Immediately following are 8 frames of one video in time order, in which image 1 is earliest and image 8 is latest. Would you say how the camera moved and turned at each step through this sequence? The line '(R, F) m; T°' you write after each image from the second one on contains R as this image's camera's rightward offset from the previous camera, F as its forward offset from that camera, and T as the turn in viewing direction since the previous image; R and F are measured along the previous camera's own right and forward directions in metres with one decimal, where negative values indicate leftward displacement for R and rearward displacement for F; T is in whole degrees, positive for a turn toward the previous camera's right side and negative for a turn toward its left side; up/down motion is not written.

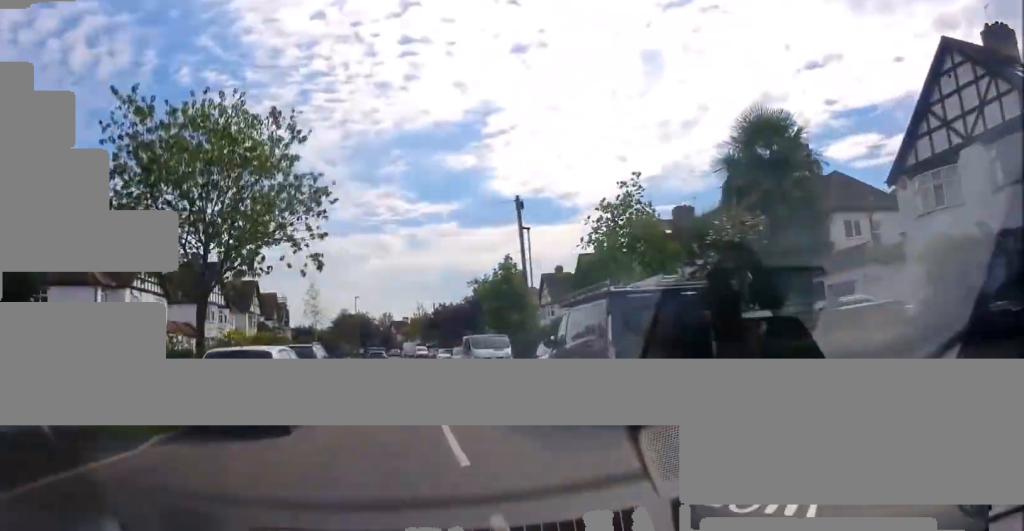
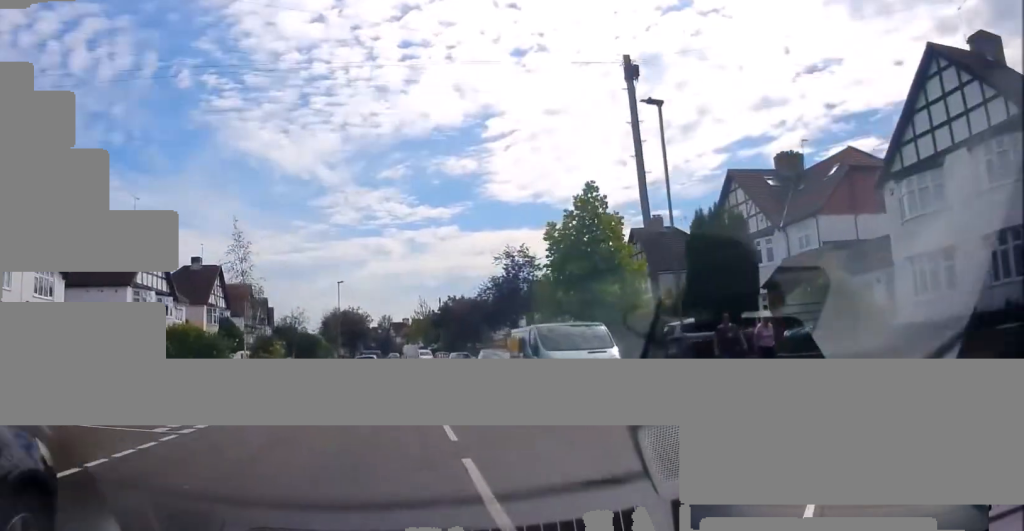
(+0.3, +16.1) m; 0°
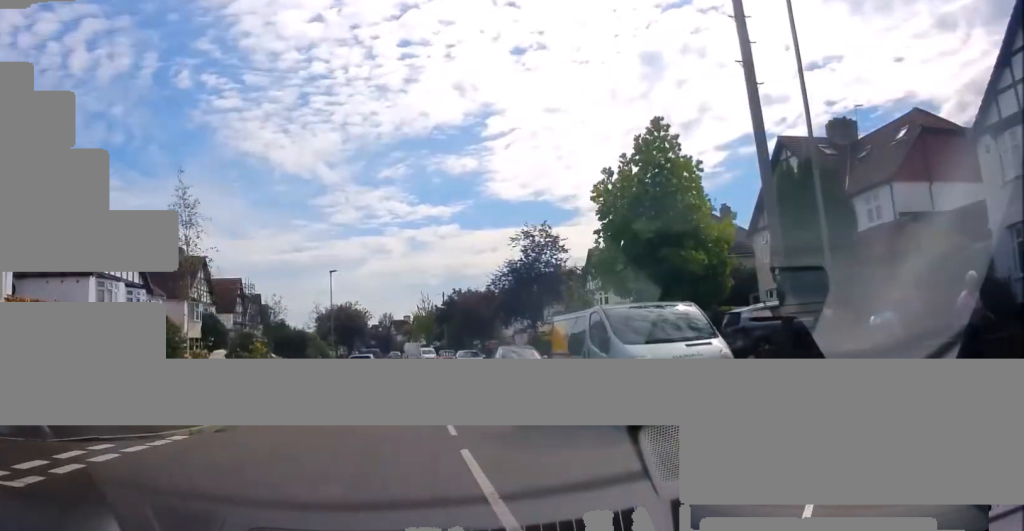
(-0.1, +5.4) m; 0°
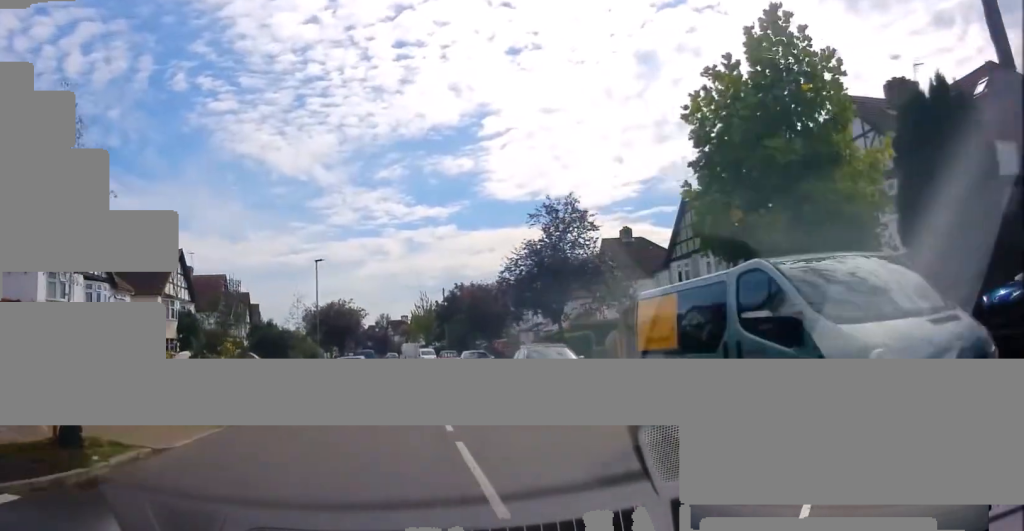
(+0.2, +5.3) m; +3°
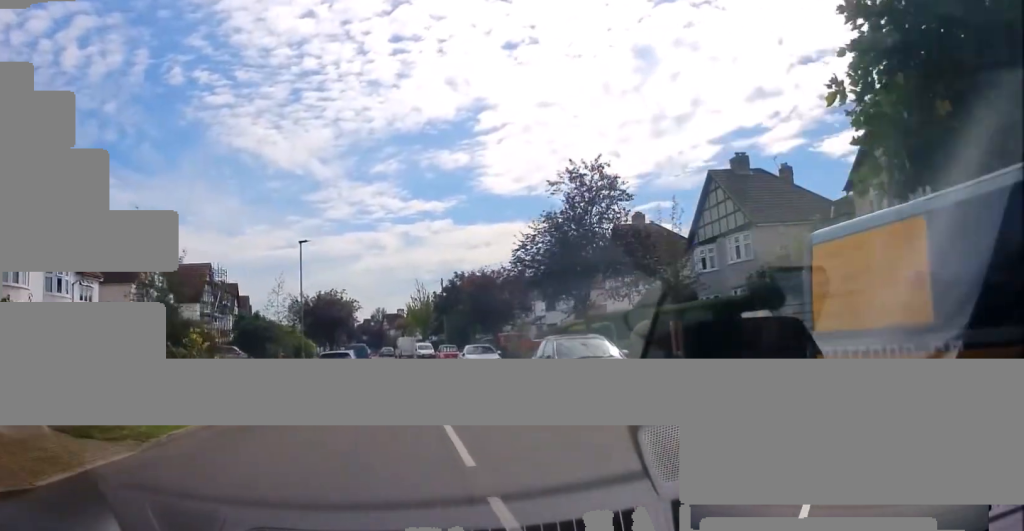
(+0.1, +4.1) m; +1°
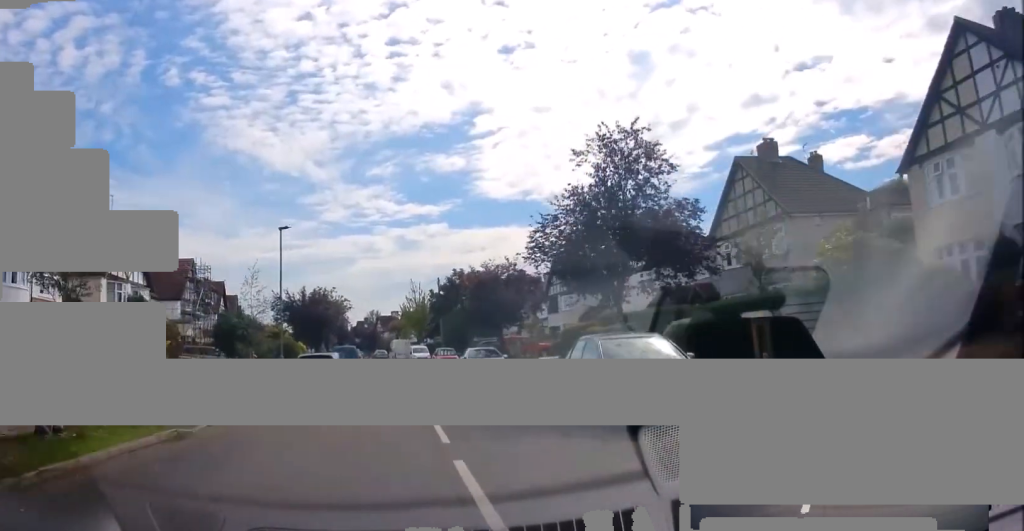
(+0.1, +3.7) m; 0°
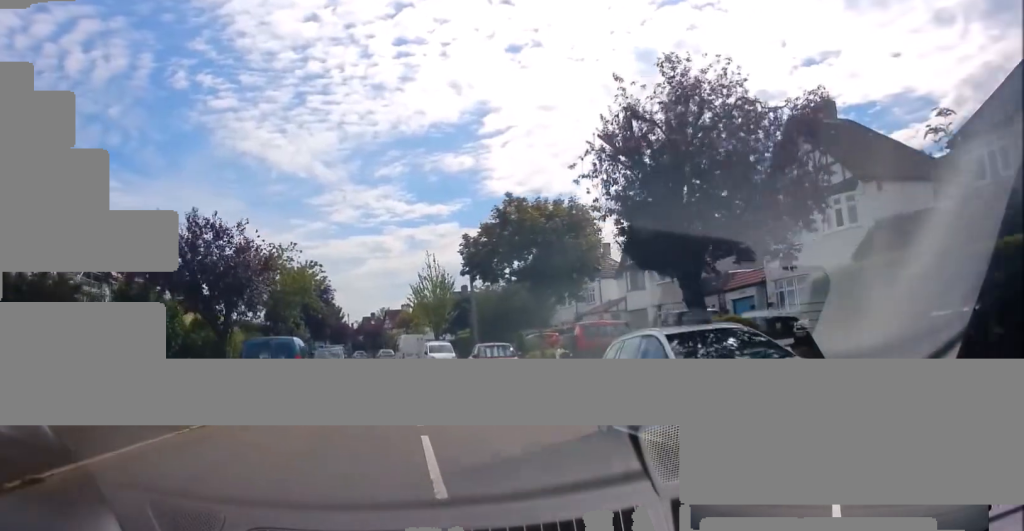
(-0.5, +22.4) m; -4°
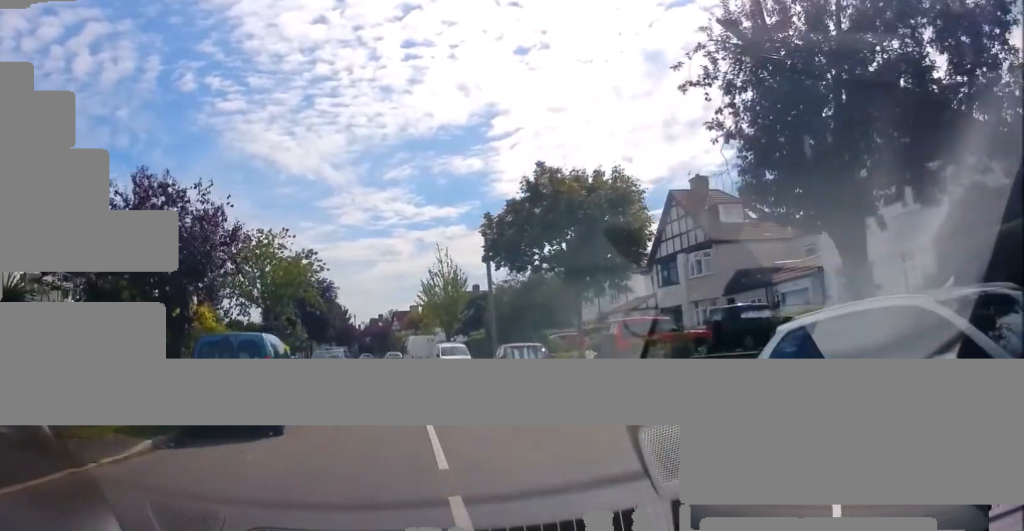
(-0.1, +4.5) m; -1°
